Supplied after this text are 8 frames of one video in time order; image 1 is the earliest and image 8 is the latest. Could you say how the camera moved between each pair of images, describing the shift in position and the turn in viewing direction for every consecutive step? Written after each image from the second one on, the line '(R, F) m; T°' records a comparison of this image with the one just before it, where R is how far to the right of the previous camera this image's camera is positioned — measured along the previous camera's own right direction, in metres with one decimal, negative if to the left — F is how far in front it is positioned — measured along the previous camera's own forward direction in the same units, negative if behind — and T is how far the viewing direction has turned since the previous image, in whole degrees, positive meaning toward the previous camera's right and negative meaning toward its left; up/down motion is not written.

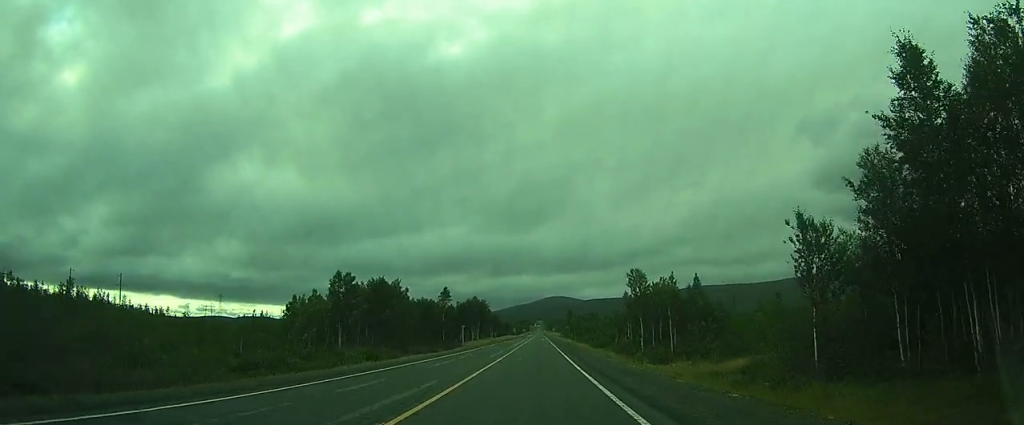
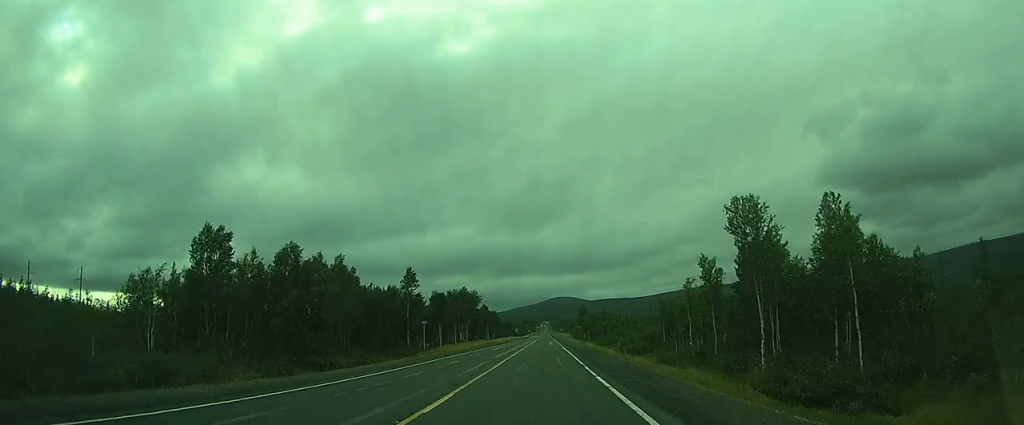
(0.0, +29.2) m; 0°
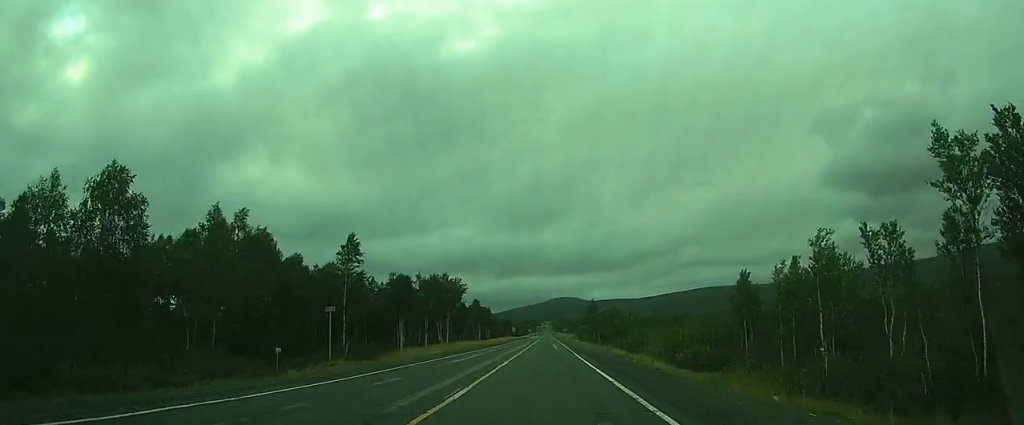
(-0.2, +22.3) m; 0°
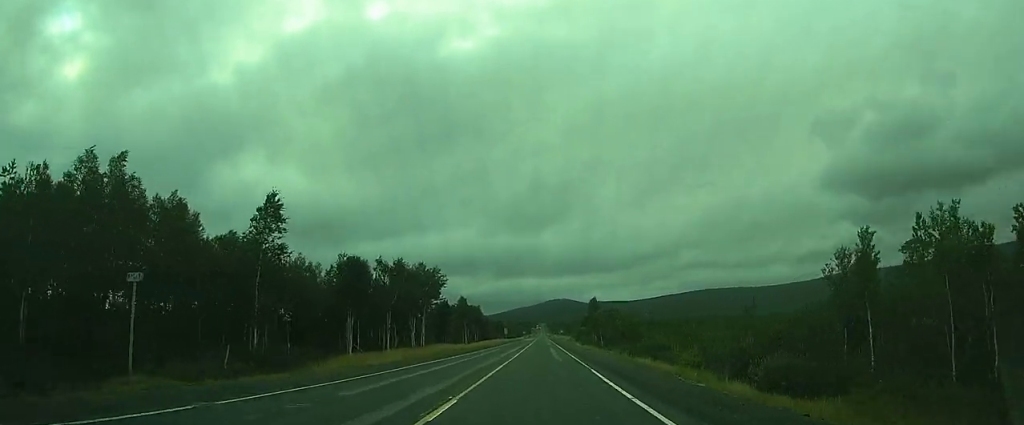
(0.0, +13.9) m; 0°
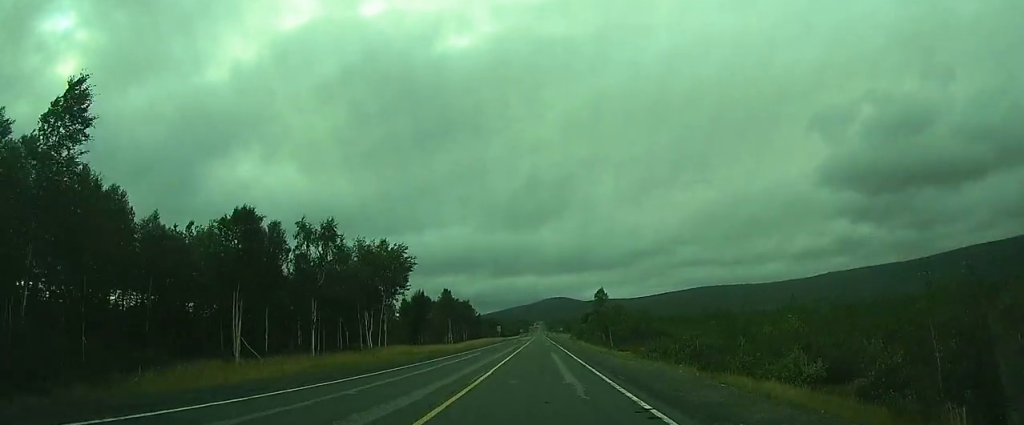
(0.0, +16.3) m; 0°
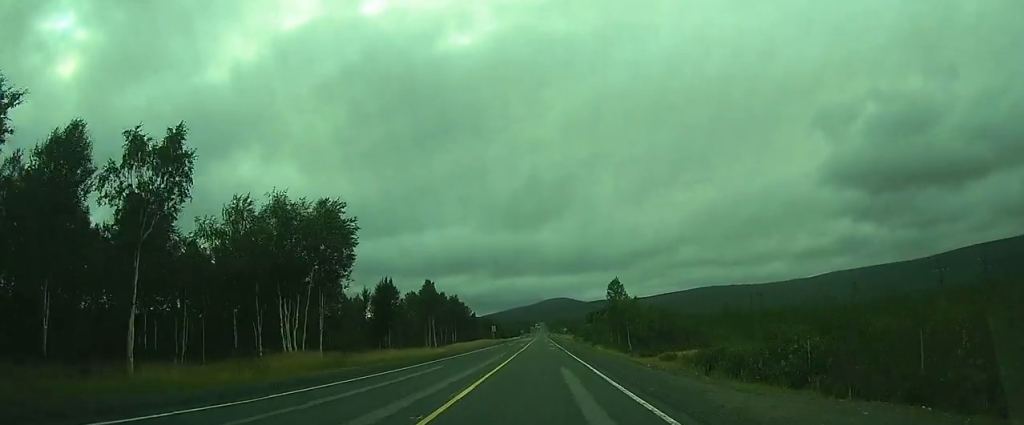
(0.0, +16.3) m; 0°
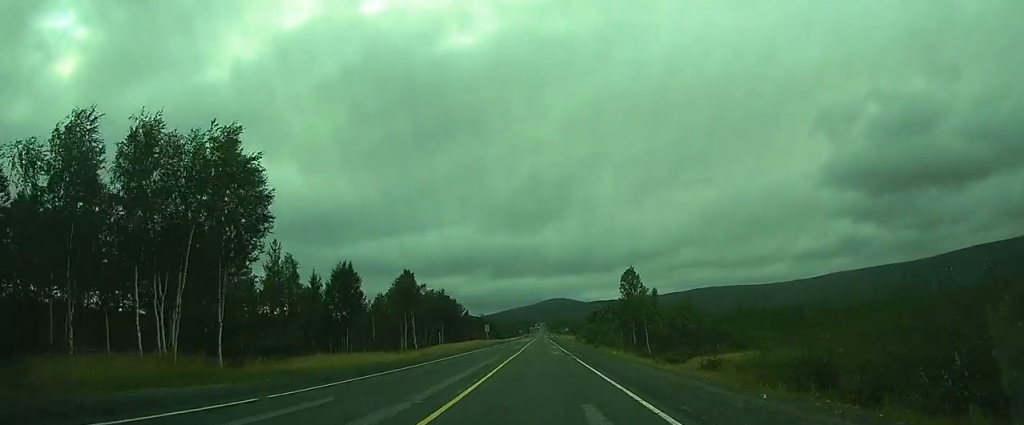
(0.0, +12.3) m; 0°
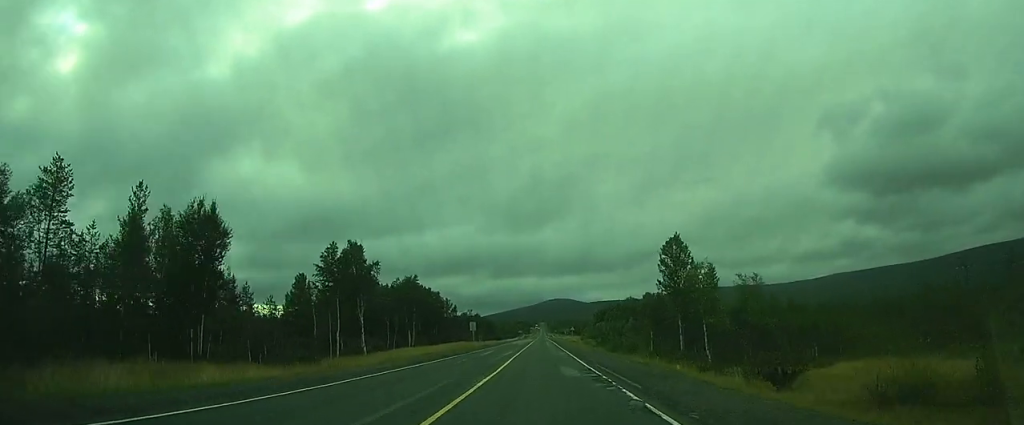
(0.0, +20.0) m; 0°
